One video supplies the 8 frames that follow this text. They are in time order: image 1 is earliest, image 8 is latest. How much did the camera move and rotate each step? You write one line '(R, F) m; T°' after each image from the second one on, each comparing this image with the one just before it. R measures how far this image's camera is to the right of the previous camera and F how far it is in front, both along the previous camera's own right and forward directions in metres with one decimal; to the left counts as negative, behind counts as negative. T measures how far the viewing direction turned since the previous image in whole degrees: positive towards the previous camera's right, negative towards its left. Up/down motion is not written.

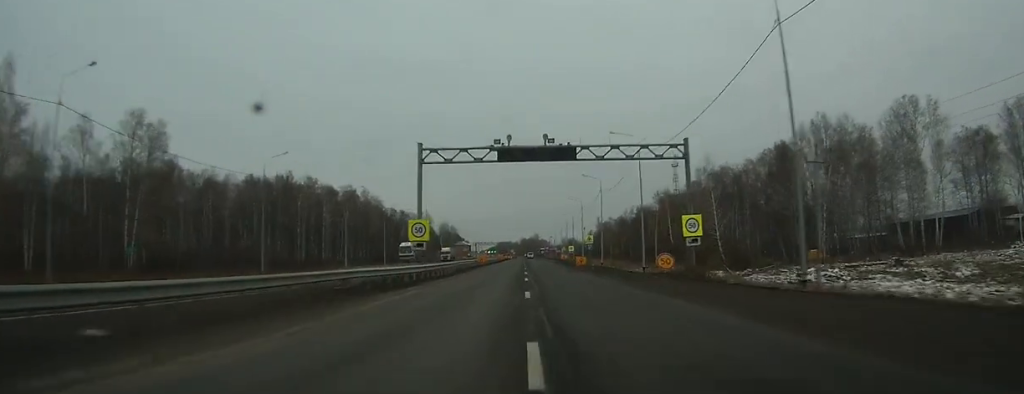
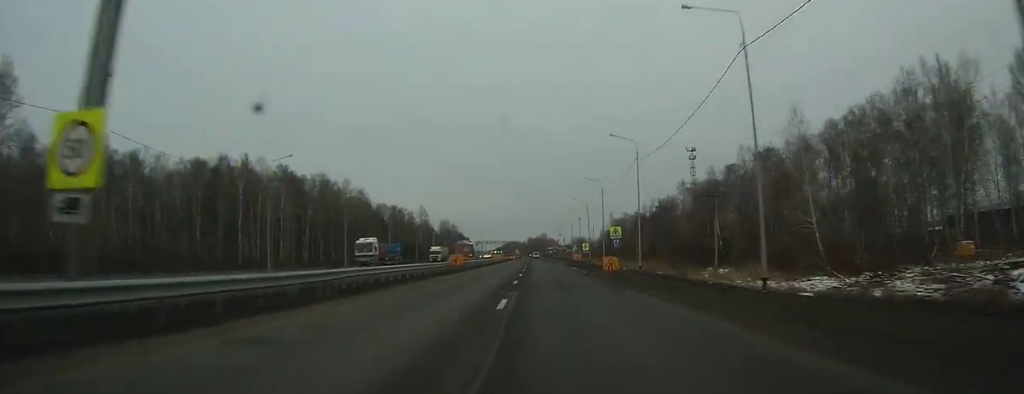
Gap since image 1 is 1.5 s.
(-0.1, +27.1) m; 0°
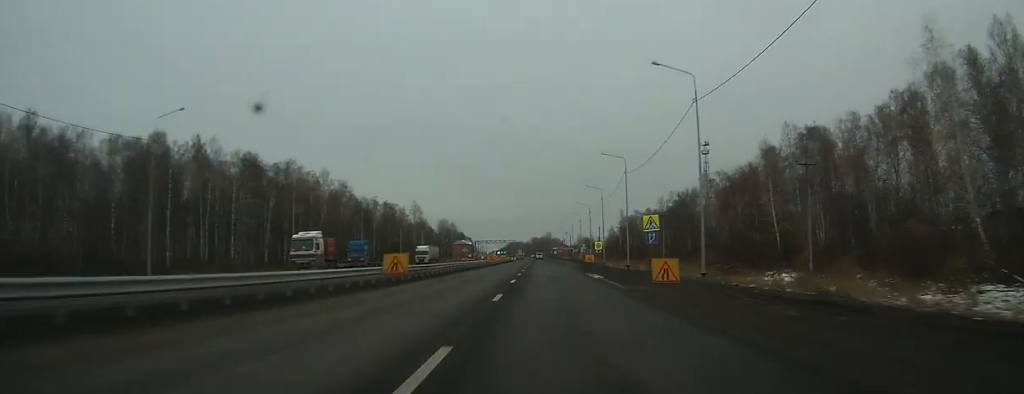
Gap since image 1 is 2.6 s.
(0.0, +20.9) m; 0°
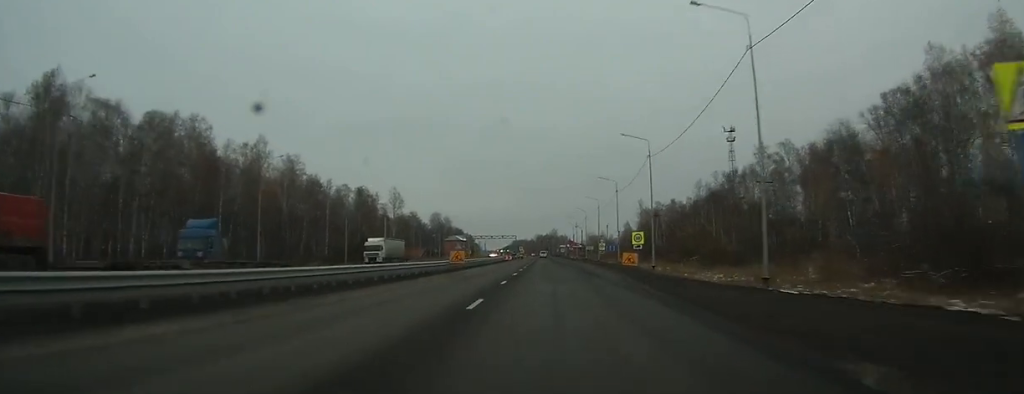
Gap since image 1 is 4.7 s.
(-0.2, +39.5) m; -1°
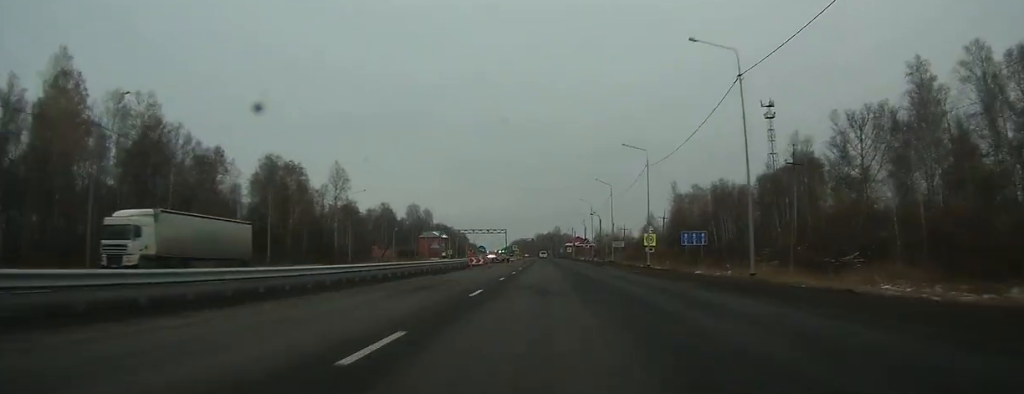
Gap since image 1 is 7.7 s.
(-0.2, +55.8) m; -1°
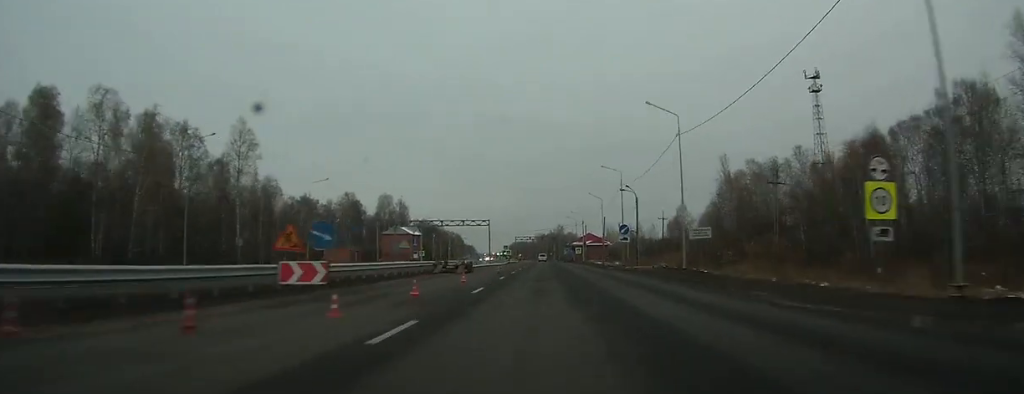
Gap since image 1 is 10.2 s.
(-0.3, +46.2) m; 0°
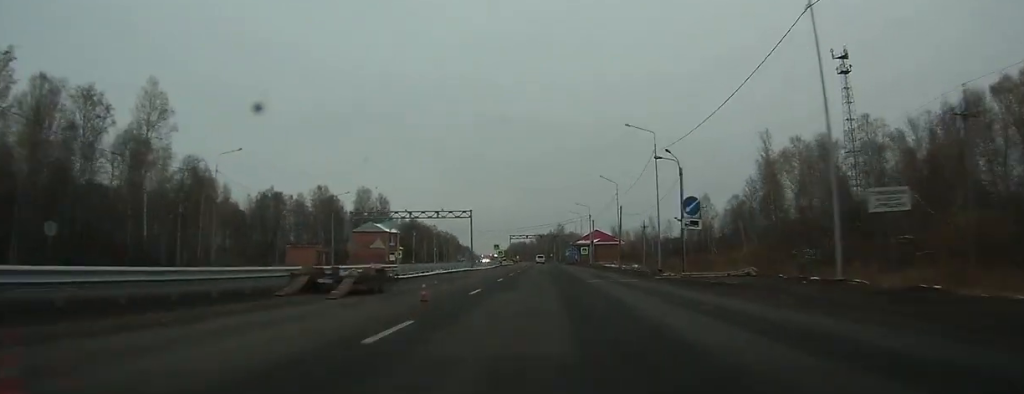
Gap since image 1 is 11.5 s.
(+0.1, +23.7) m; 0°
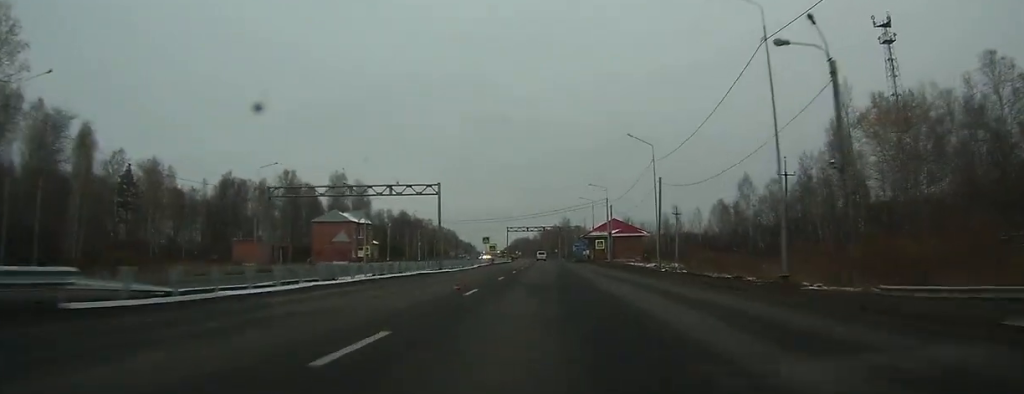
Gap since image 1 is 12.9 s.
(-0.1, +26.2) m; 0°
